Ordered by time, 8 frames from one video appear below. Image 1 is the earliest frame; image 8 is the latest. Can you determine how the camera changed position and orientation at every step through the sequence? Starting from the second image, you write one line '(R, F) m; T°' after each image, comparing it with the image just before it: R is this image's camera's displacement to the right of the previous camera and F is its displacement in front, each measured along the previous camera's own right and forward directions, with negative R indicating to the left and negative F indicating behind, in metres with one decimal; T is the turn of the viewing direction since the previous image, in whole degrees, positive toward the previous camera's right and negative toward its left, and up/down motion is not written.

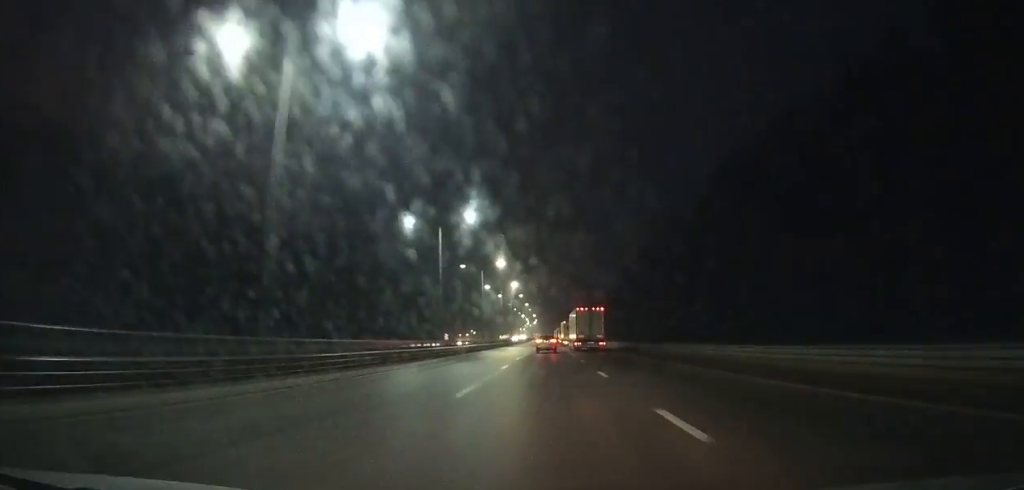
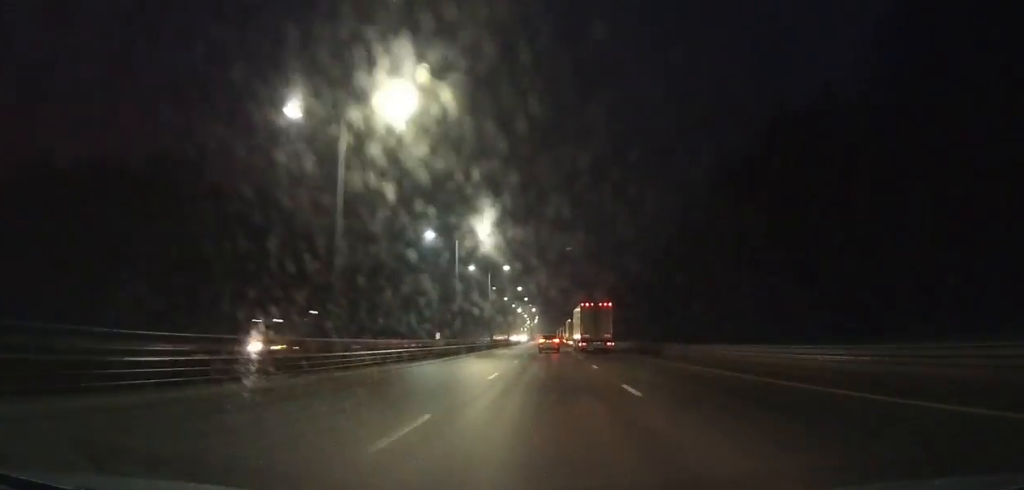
(0.0, +55.4) m; 0°
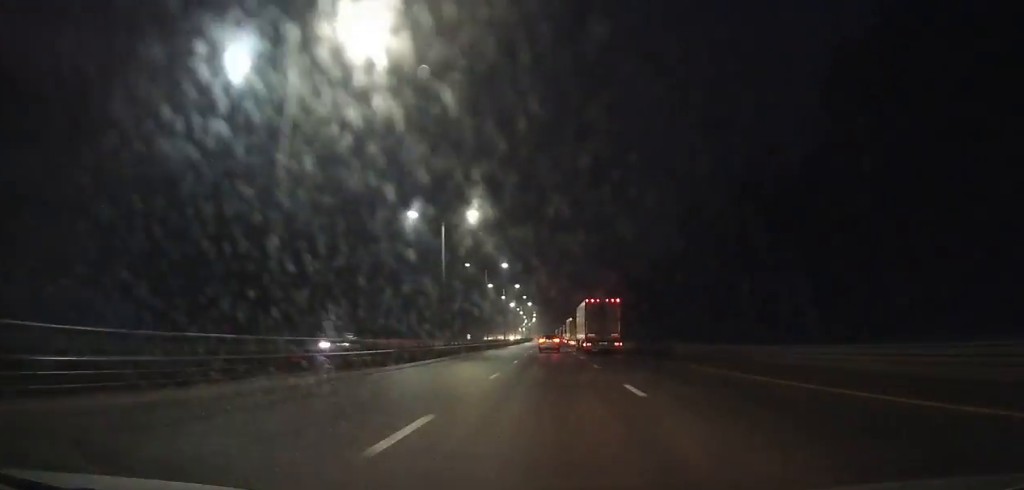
(0.0, +36.2) m; 0°
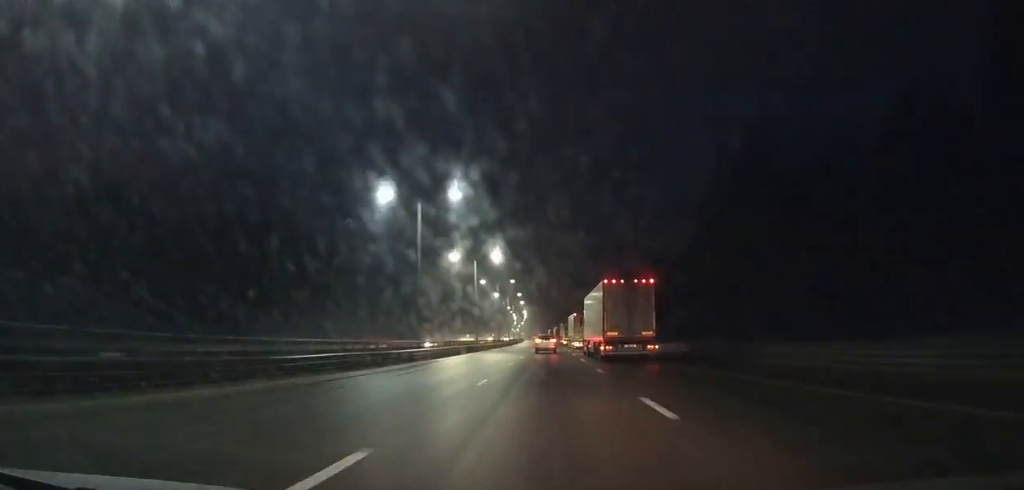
(+0.1, +100.1) m; 0°
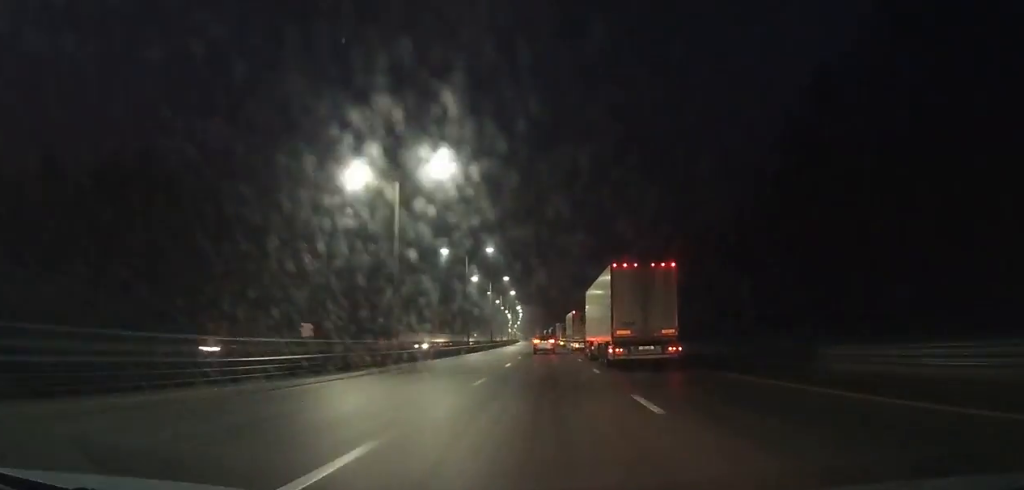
(+0.2, +34.4) m; 0°
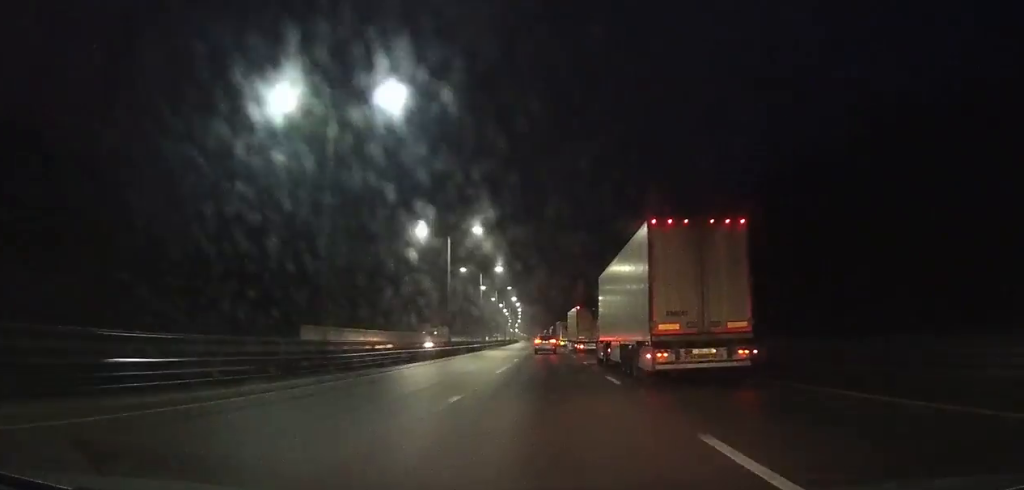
(-0.3, +42.0) m; 0°
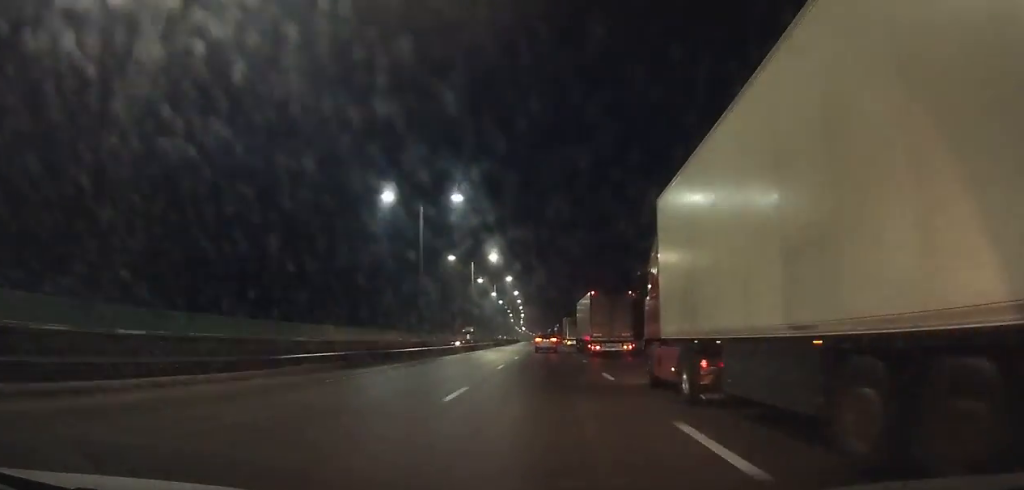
(-0.4, +69.3) m; -1°
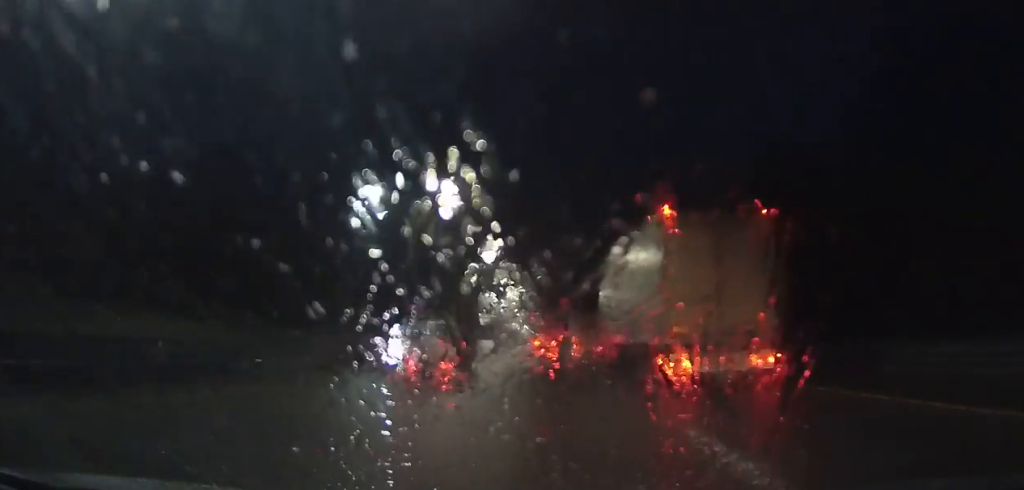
(-1.5, +121.9) m; -2°
